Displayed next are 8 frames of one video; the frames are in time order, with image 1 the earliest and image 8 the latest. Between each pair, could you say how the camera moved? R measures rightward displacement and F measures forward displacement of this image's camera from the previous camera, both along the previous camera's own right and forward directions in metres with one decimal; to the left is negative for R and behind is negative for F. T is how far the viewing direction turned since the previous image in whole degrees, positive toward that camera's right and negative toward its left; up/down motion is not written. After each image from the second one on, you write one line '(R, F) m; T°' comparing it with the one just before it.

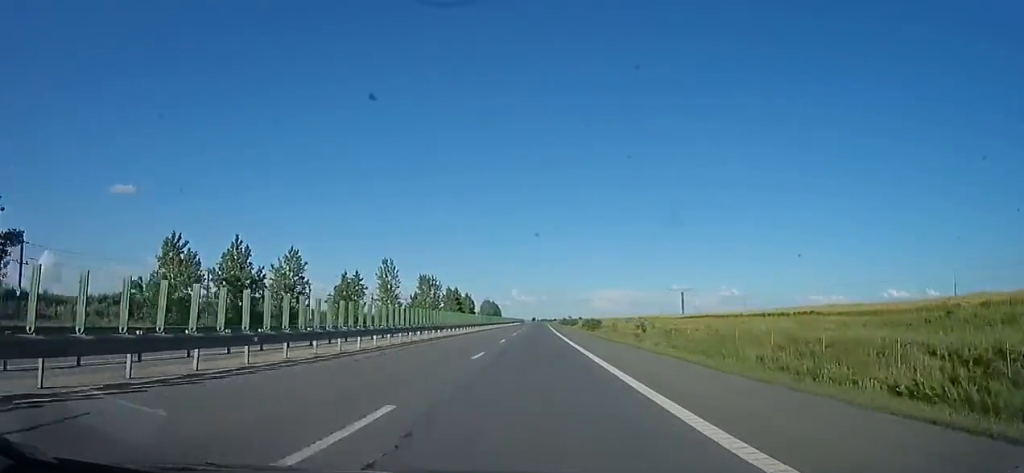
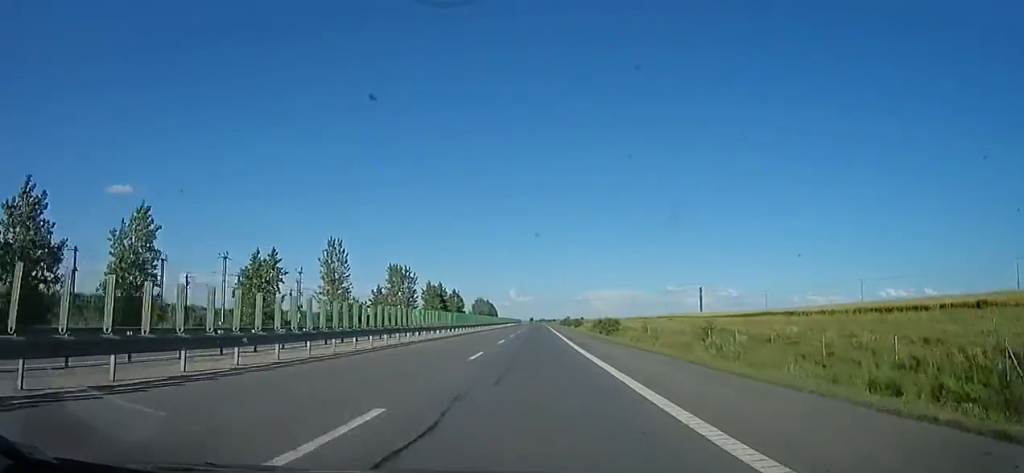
(-0.1, +27.6) m; 0°
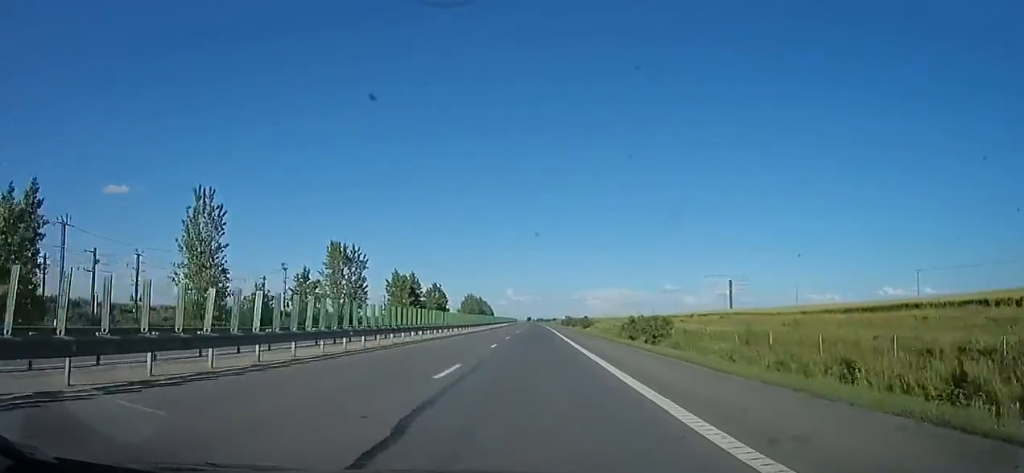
(-0.3, +32.2) m; -1°
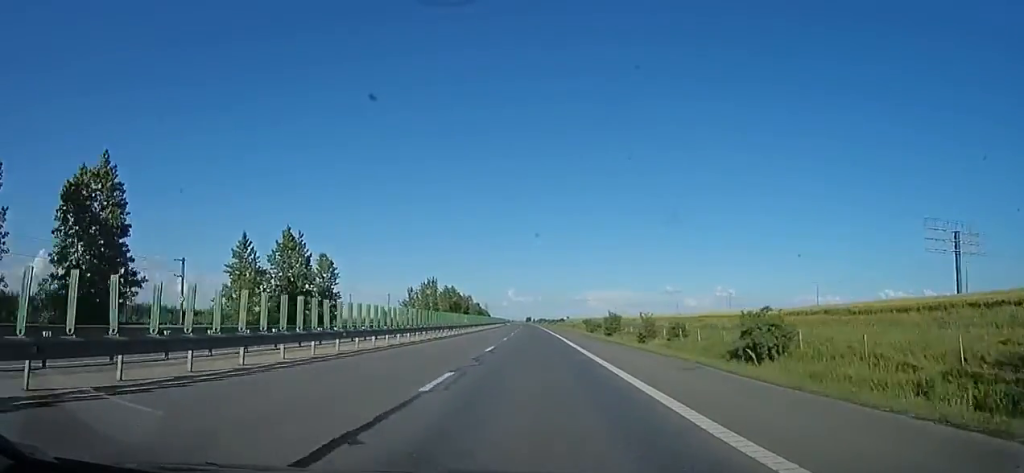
(+0.5, +78.7) m; 0°
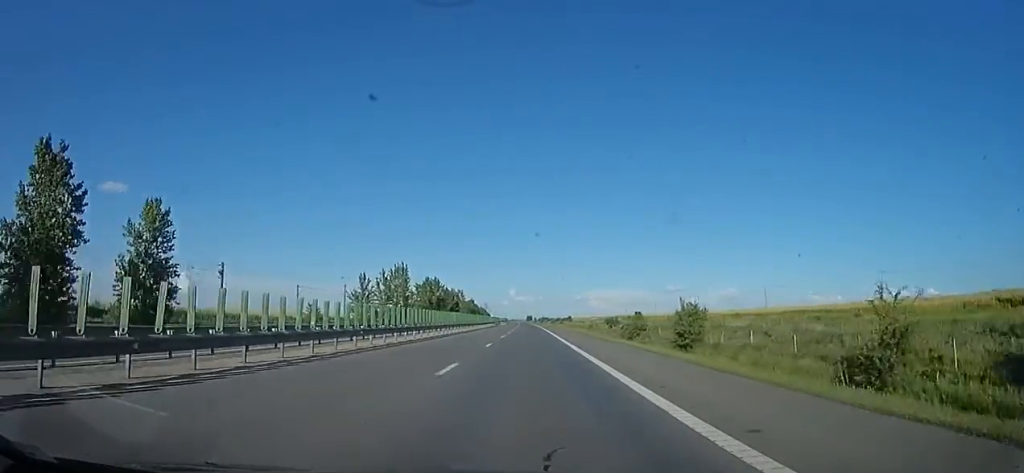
(-0.4, +30.7) m; 0°
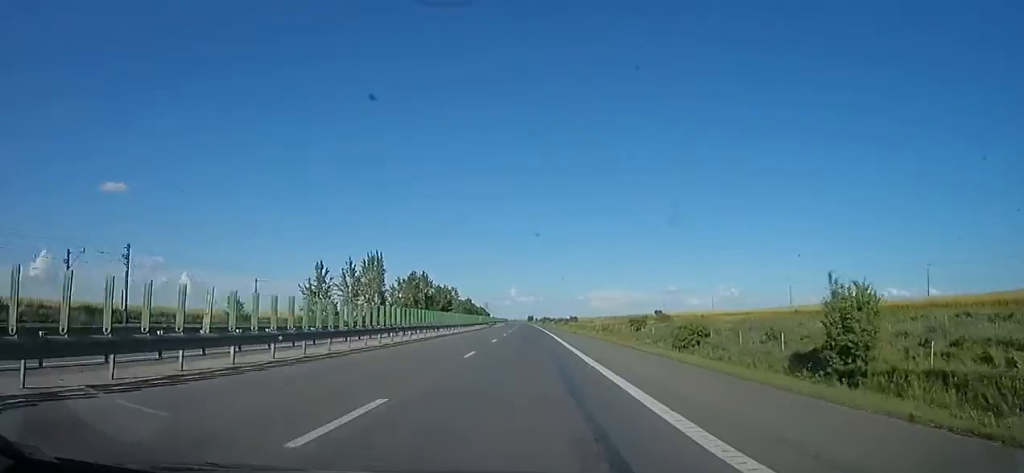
(-0.1, +17.8) m; 0°
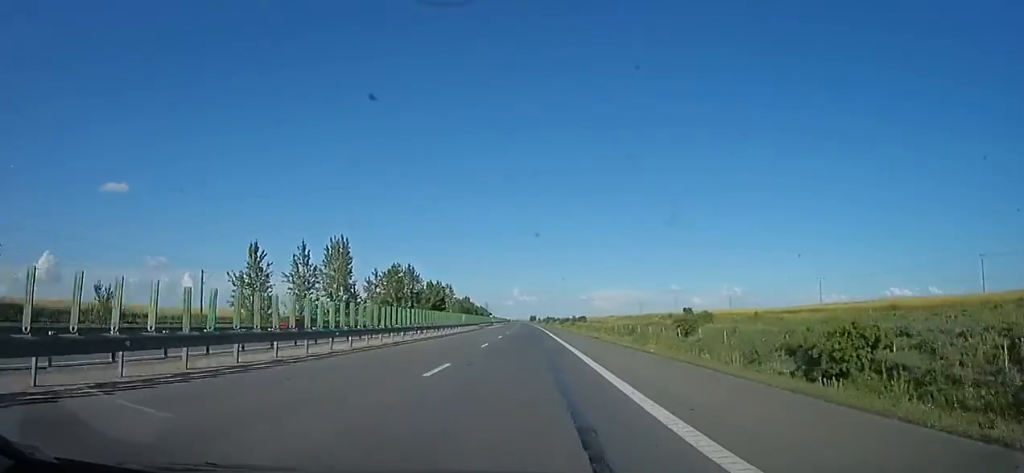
(+0.6, +17.0) m; 0°
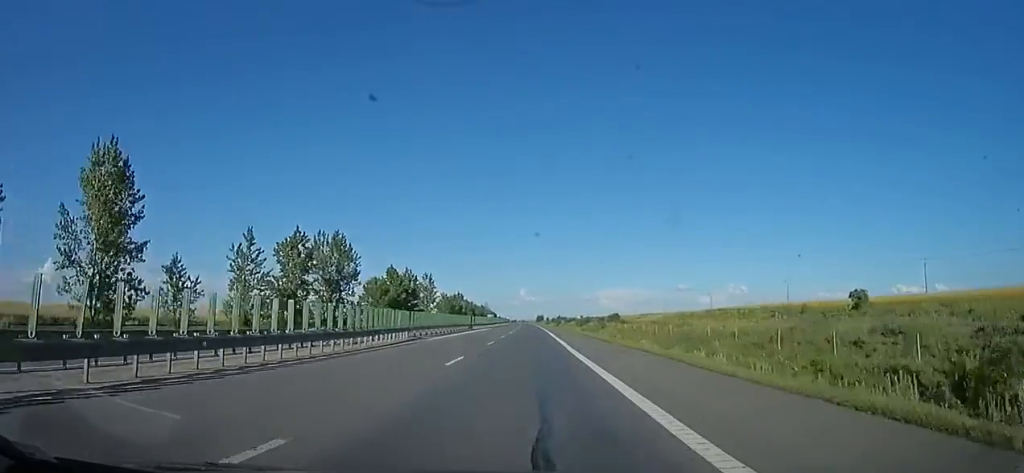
(-0.8, +44.0) m; 0°
